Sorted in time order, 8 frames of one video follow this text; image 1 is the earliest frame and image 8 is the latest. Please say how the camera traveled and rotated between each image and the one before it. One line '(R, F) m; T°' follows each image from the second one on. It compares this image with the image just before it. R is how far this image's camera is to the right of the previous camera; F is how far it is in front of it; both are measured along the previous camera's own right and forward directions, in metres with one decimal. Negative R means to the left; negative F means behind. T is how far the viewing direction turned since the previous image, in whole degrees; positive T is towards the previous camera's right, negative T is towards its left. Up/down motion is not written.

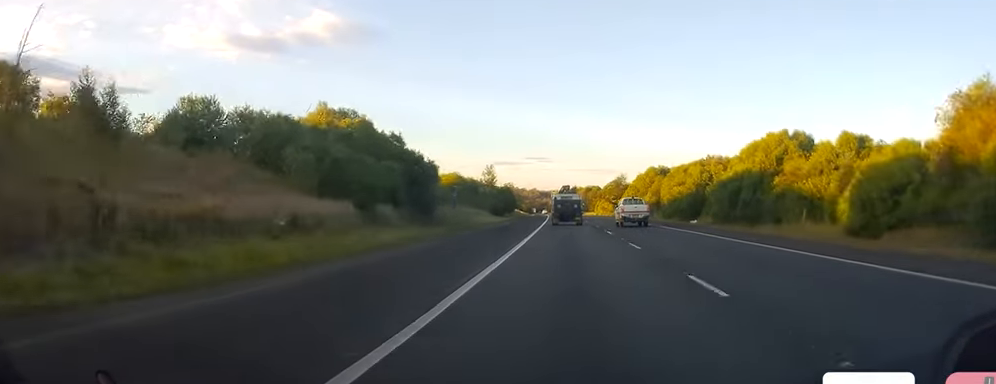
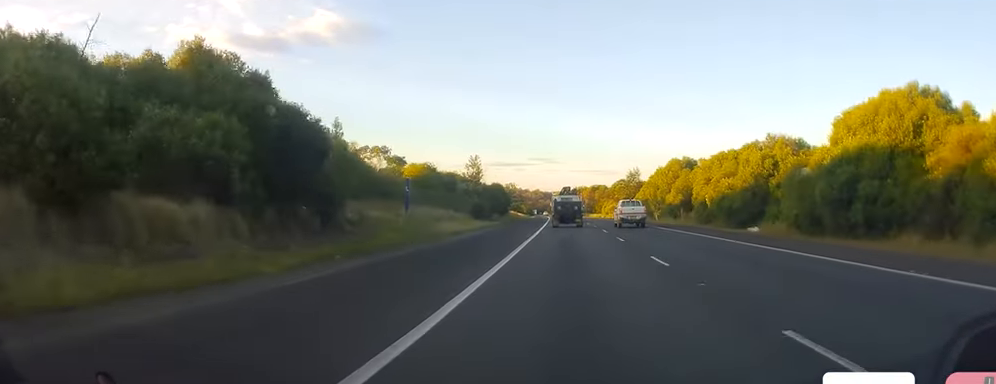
(0.0, +17.9) m; 0°
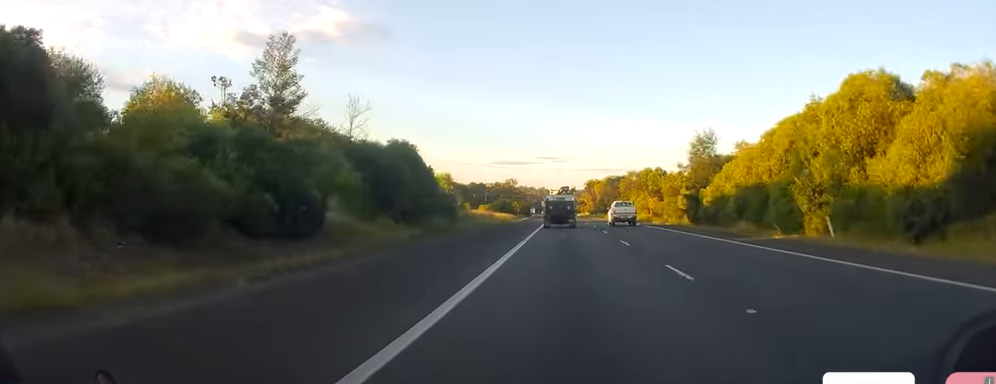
(-0.6, +51.2) m; -2°
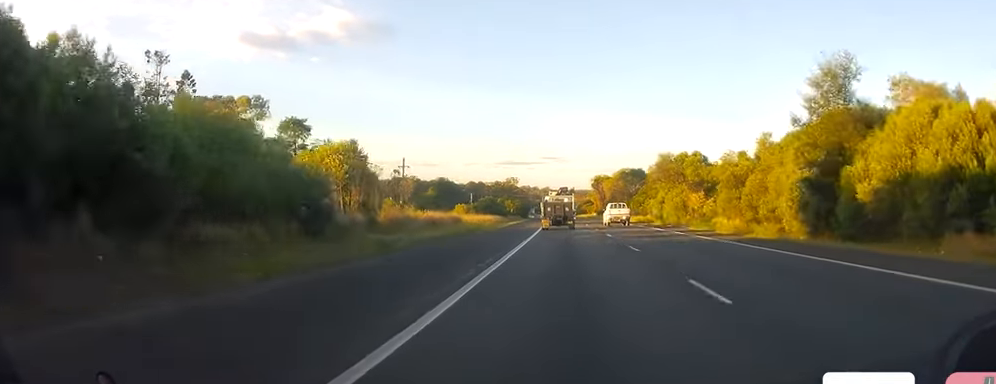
(-0.2, +27.4) m; 0°
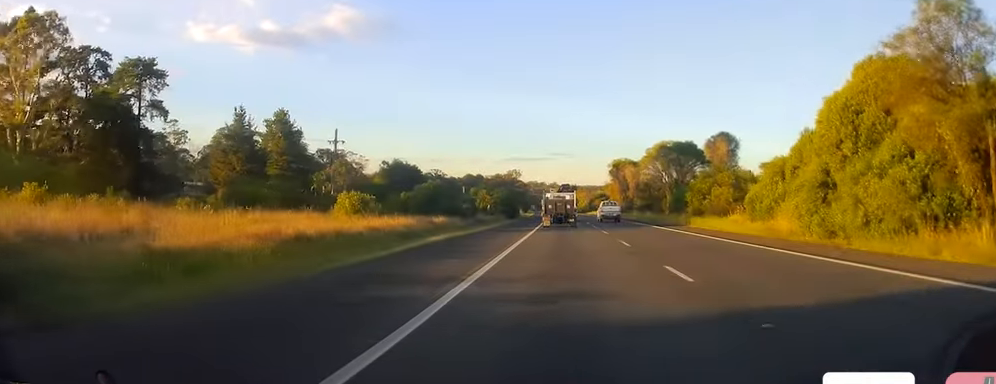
(+0.6, +46.3) m; 0°
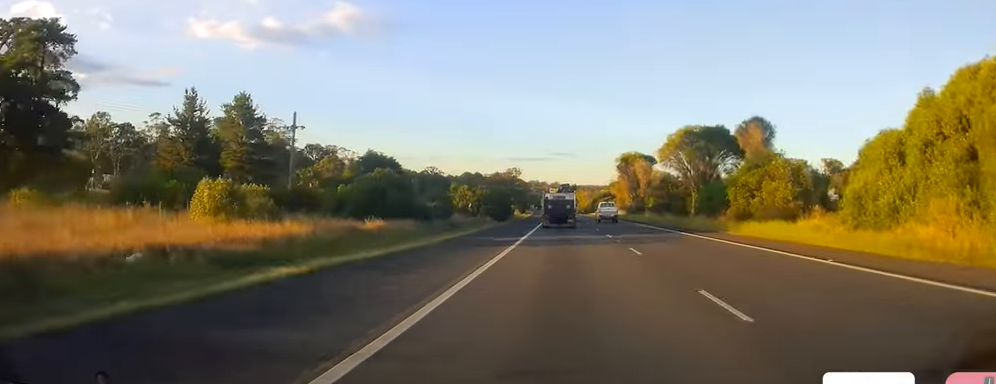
(+0.1, +16.1) m; -2°
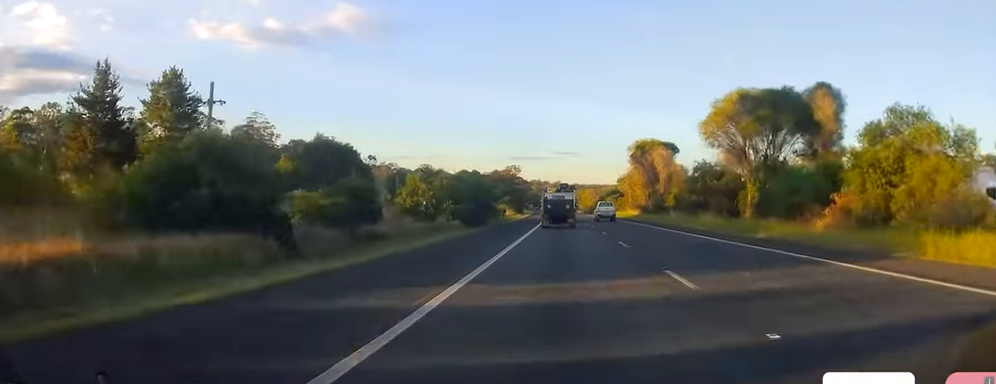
(-0.5, +20.8) m; -1°
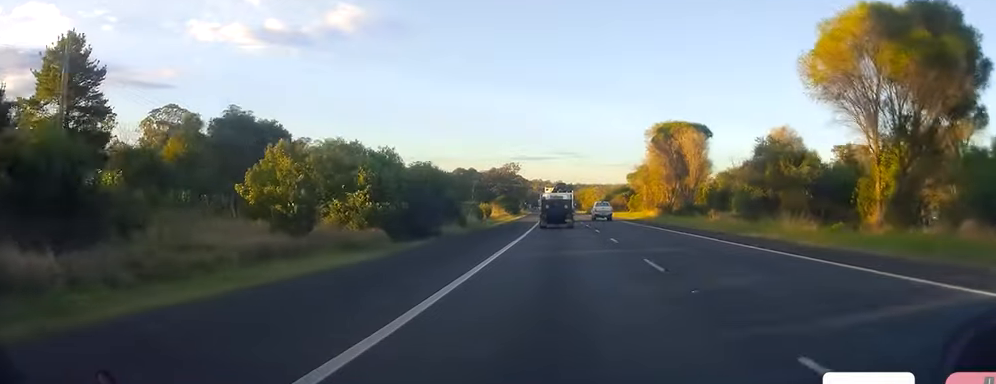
(-0.6, +20.7) m; -1°
